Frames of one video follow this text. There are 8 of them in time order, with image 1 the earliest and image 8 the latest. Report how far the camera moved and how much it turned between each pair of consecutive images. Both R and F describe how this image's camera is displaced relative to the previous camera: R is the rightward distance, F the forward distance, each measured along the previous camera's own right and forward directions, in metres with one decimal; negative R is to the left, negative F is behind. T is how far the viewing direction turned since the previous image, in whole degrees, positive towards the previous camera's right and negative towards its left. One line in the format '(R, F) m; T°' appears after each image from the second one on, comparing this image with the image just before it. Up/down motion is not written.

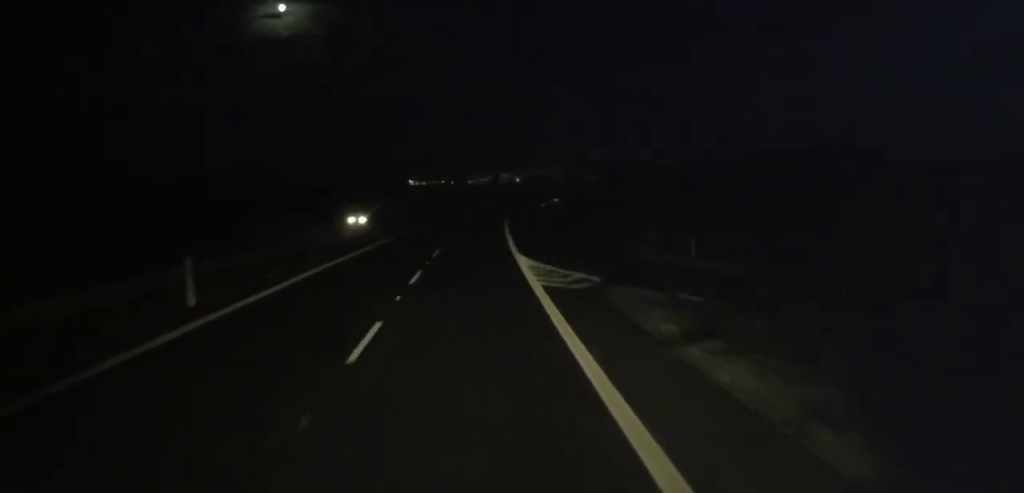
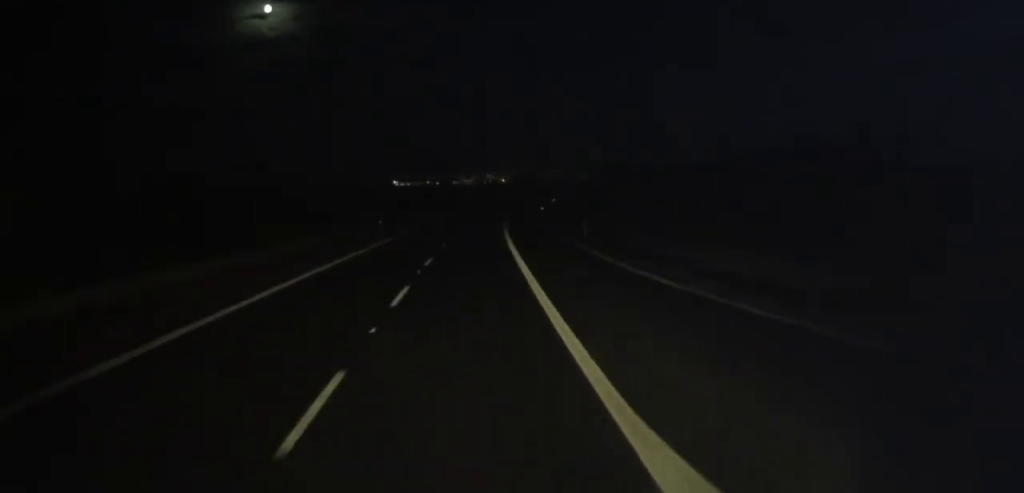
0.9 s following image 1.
(+0.4, +21.3) m; +2°
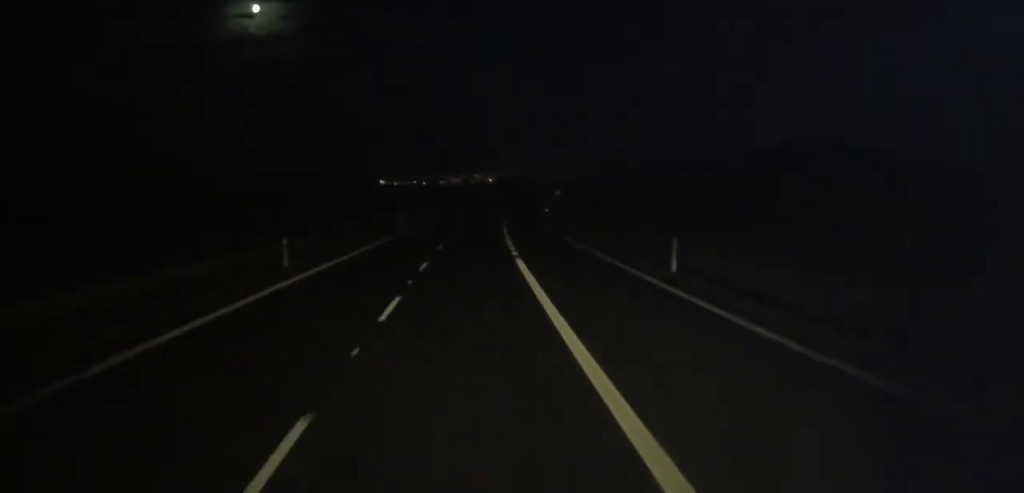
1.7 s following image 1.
(+0.4, +19.7) m; +1°
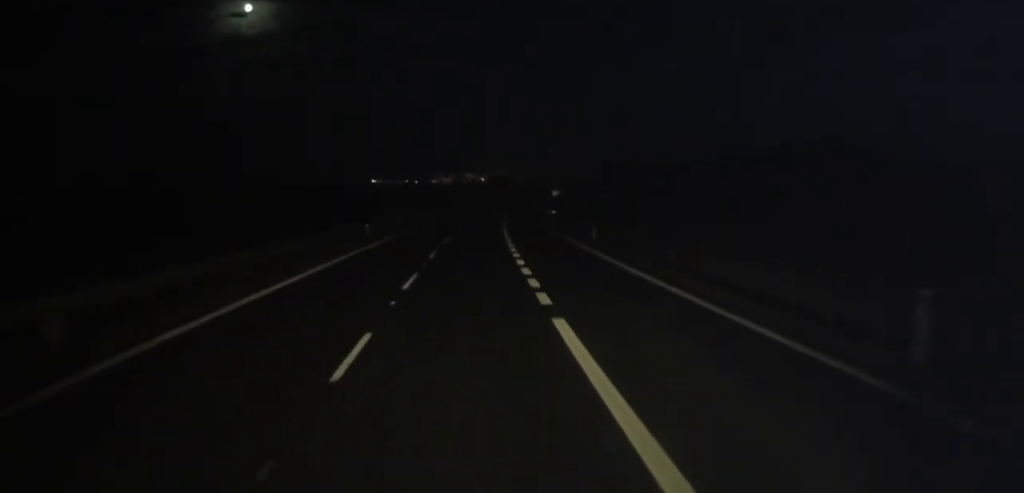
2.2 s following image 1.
(+0.1, +13.2) m; +1°
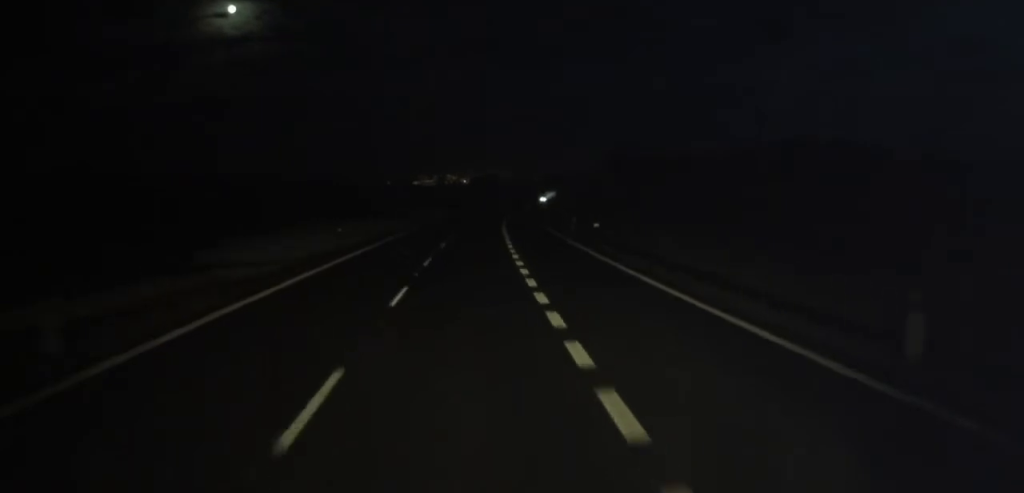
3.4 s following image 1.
(0.0, +29.1) m; 0°
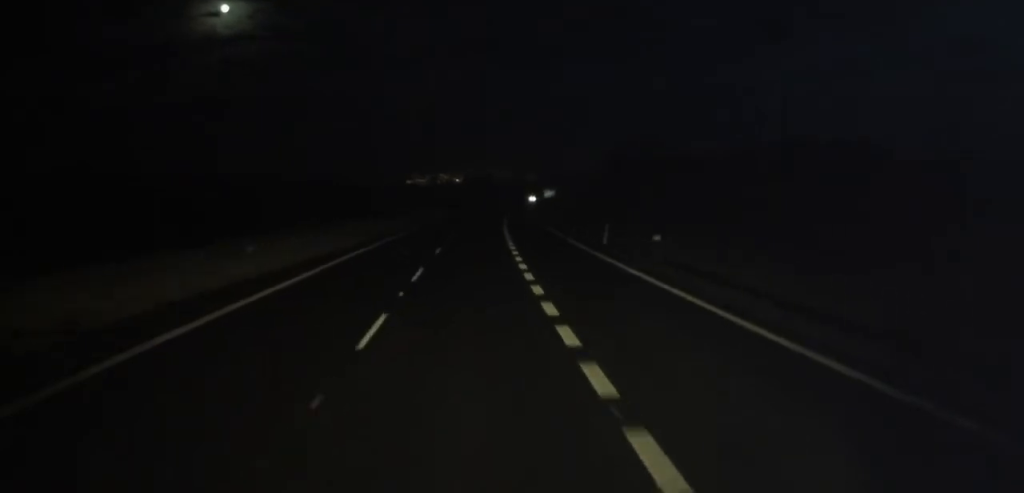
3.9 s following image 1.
(-0.1, +13.3) m; +1°
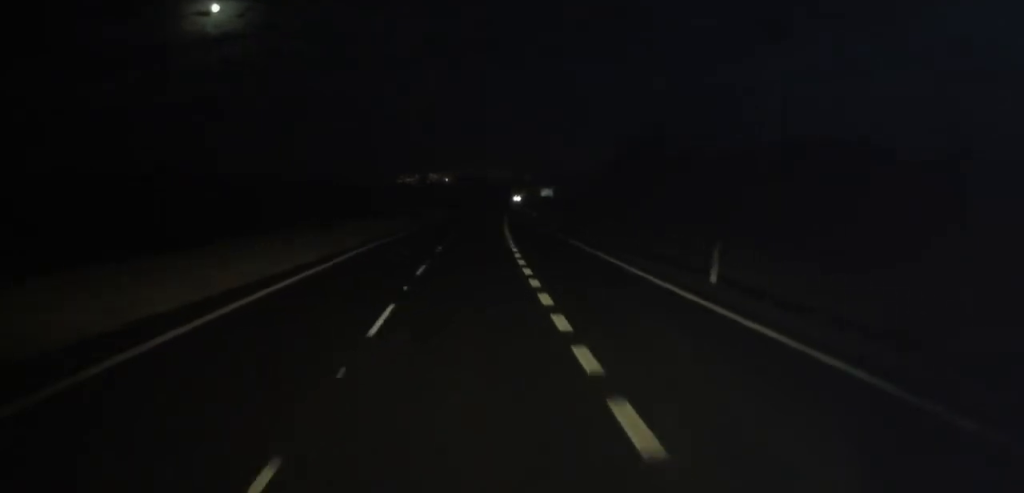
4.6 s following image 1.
(+0.3, +16.7) m; +2°
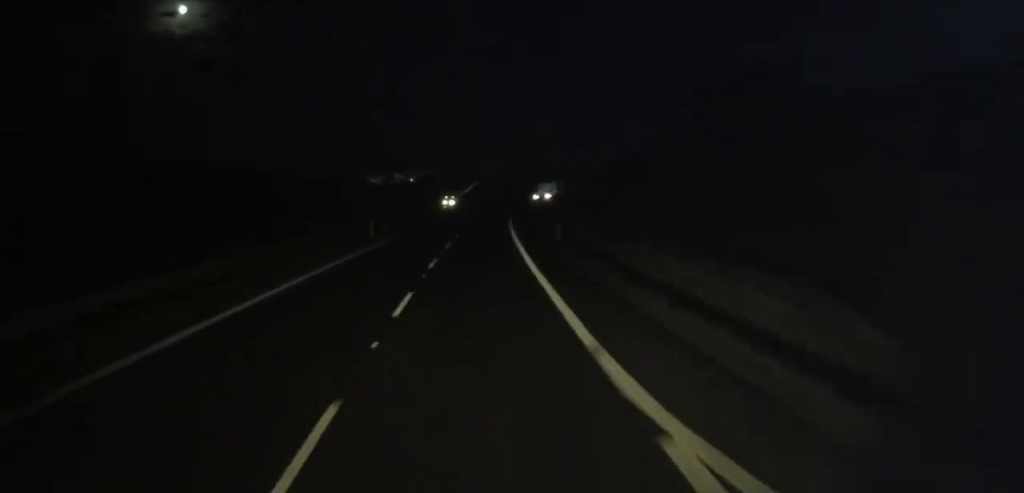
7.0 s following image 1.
(+1.9, +61.3) m; +2°
